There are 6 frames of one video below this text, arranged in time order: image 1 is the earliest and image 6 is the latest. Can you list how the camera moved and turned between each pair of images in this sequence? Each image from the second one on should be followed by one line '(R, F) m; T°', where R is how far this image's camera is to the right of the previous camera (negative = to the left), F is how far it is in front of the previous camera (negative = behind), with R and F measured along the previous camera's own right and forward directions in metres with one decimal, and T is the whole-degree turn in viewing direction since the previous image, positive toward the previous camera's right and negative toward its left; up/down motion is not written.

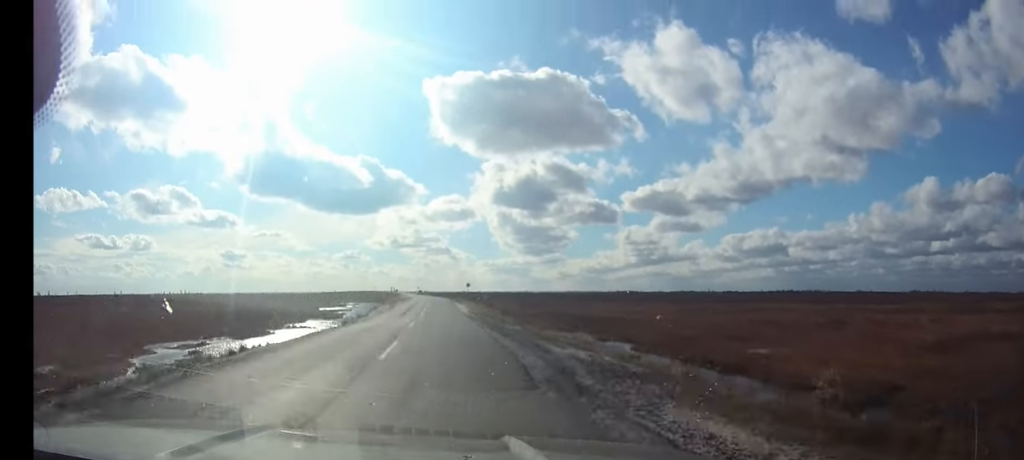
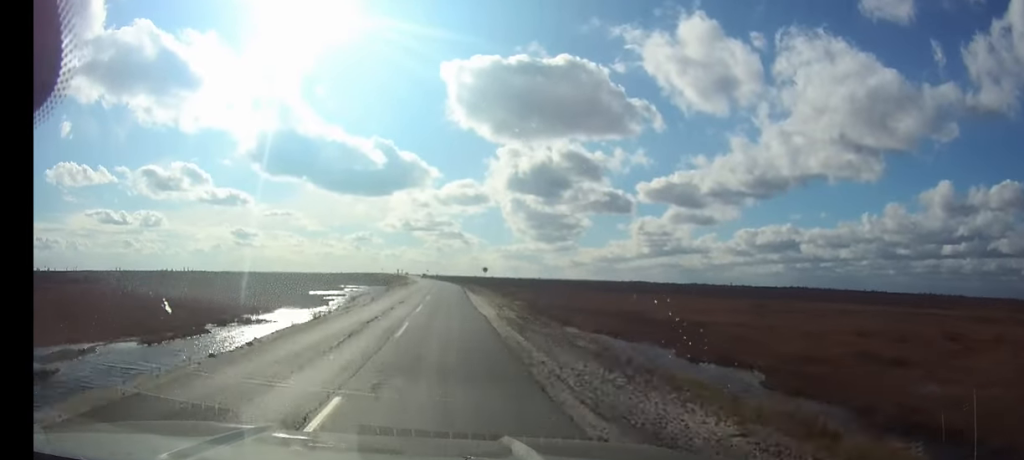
(-0.1, +17.4) m; 0°
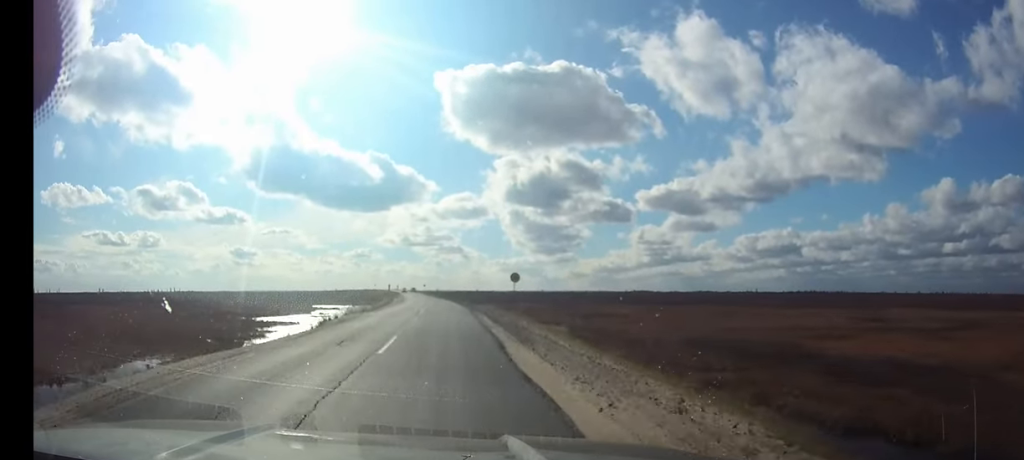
(-0.2, +32.5) m; -1°
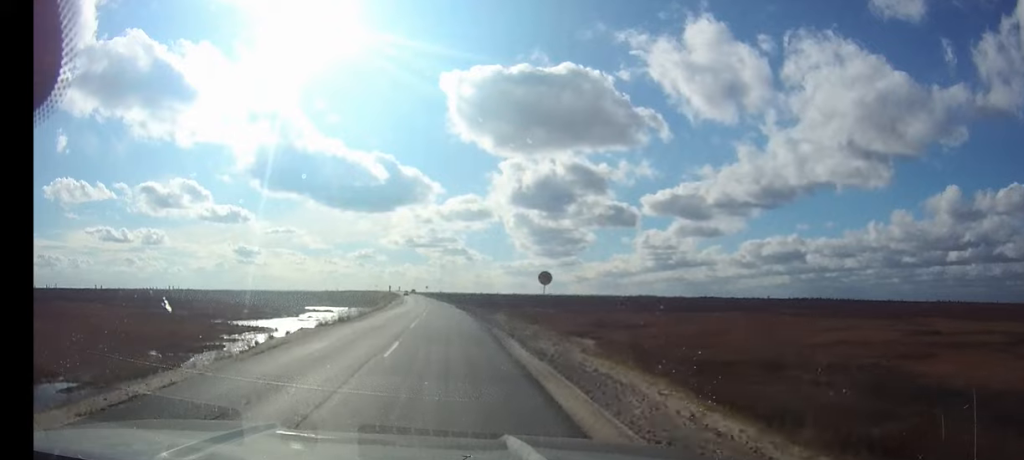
(0.0, +11.1) m; 0°
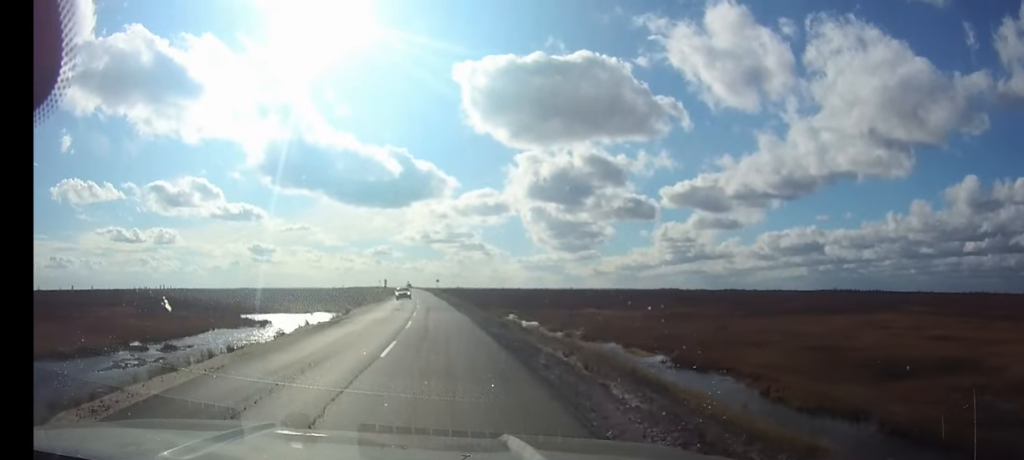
(-0.8, +58.0) m; -2°
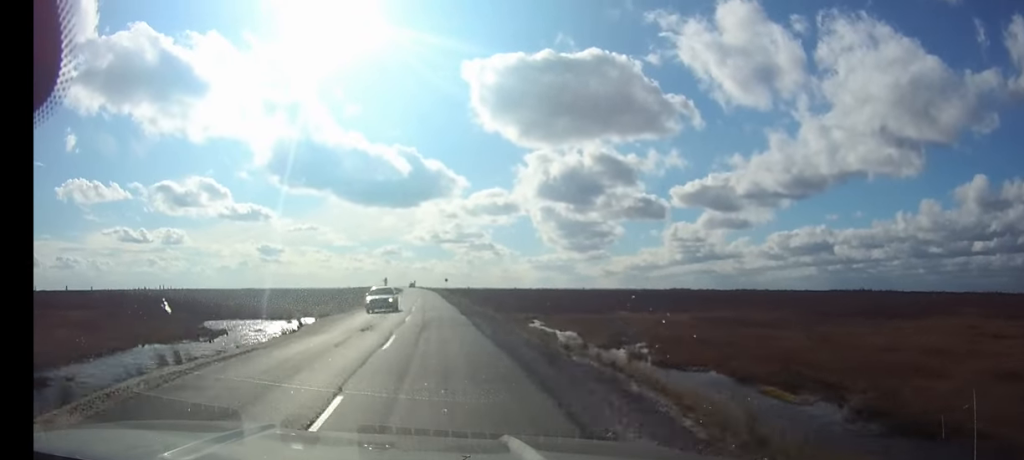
(-0.2, +20.7) m; -1°
